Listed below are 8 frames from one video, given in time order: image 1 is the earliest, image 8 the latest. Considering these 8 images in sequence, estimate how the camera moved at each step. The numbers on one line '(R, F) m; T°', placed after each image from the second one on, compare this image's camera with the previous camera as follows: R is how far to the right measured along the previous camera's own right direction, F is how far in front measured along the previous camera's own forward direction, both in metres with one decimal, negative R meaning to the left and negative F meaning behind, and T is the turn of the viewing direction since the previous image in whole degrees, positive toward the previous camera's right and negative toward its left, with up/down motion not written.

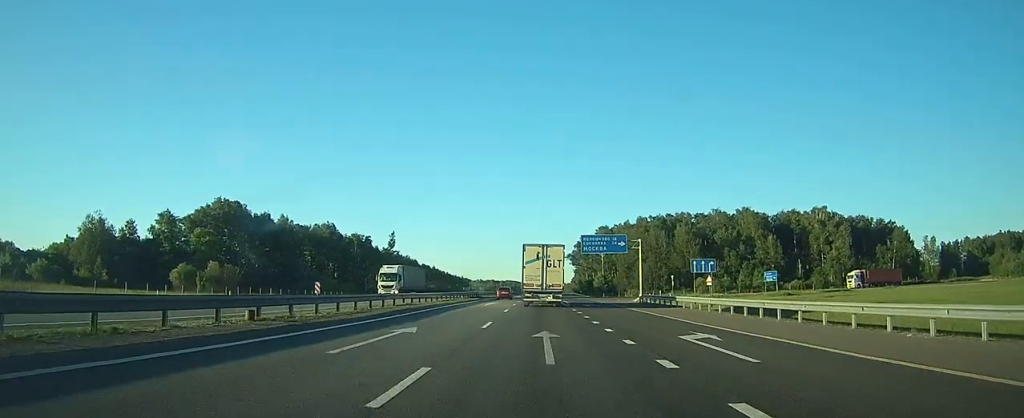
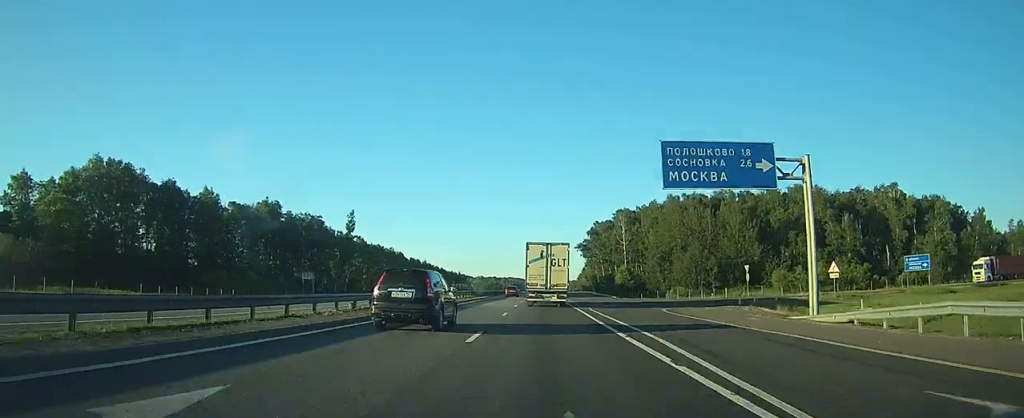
(0.0, +41.0) m; 0°
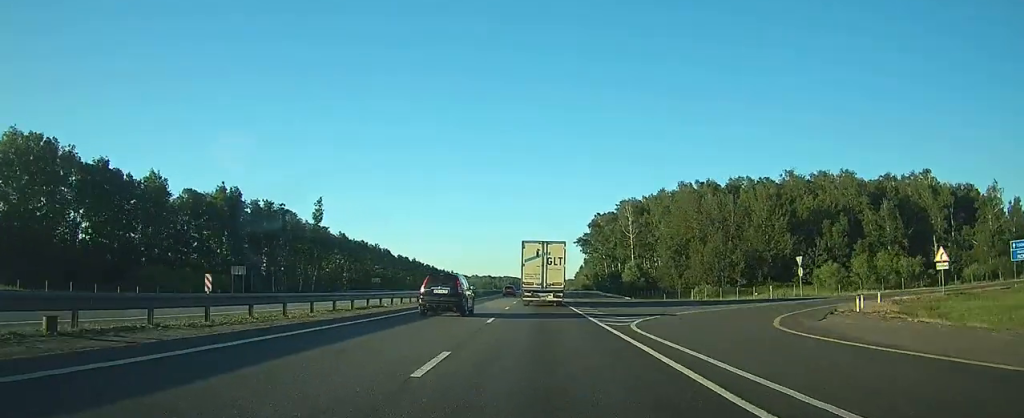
(-0.1, +17.3) m; 0°
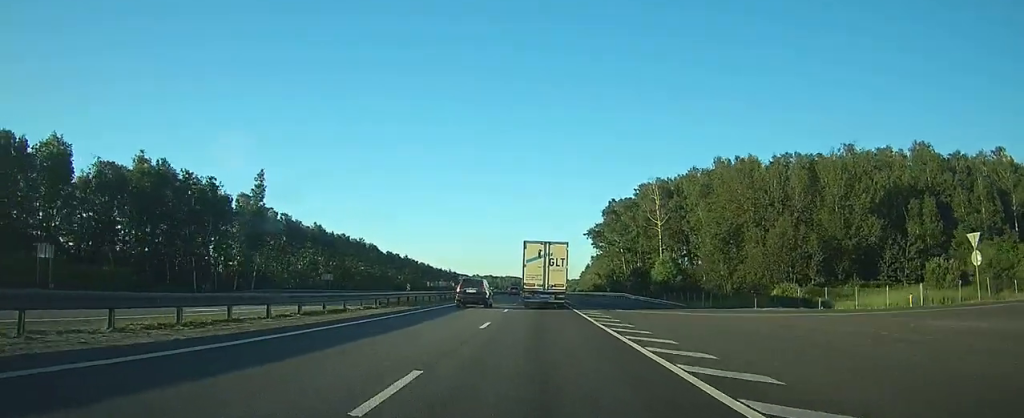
(0.0, +26.3) m; 0°
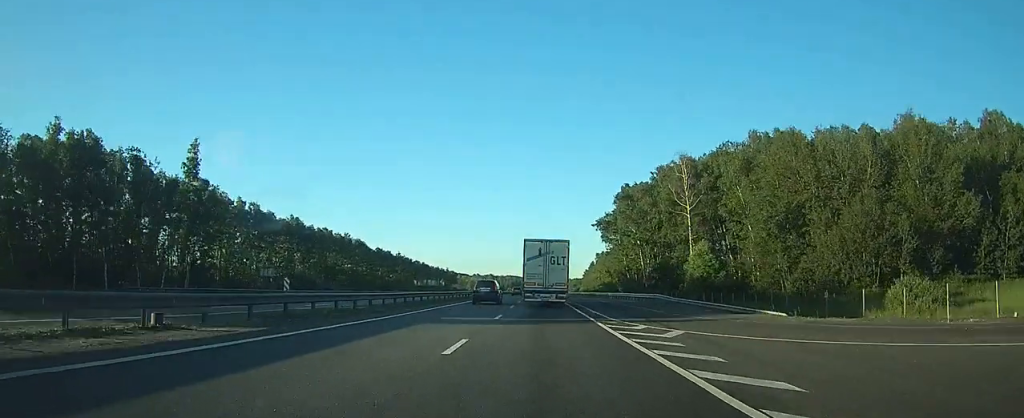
(0.0, +18.7) m; 0°
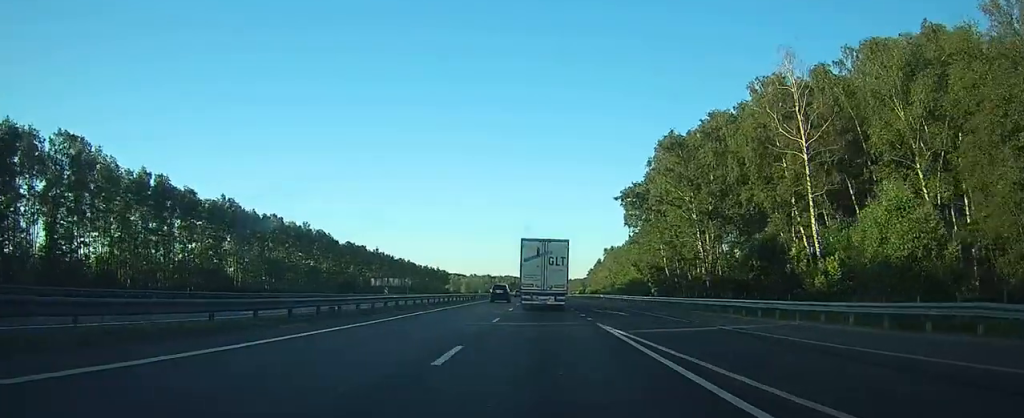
(0.0, +36.9) m; 0°
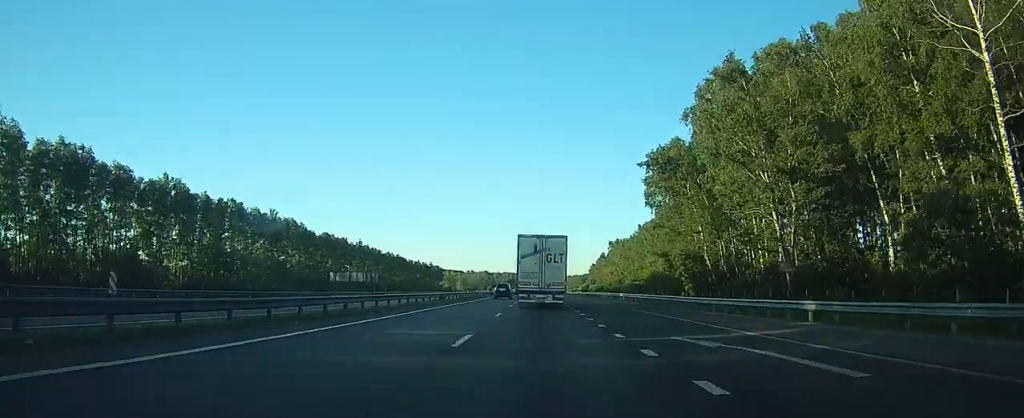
(0.0, +21.2) m; 0°
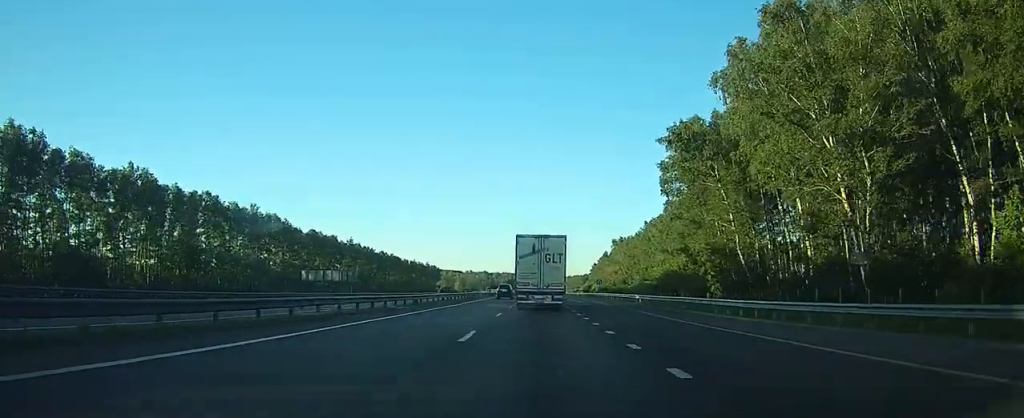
(0.0, +10.7) m; 0°
